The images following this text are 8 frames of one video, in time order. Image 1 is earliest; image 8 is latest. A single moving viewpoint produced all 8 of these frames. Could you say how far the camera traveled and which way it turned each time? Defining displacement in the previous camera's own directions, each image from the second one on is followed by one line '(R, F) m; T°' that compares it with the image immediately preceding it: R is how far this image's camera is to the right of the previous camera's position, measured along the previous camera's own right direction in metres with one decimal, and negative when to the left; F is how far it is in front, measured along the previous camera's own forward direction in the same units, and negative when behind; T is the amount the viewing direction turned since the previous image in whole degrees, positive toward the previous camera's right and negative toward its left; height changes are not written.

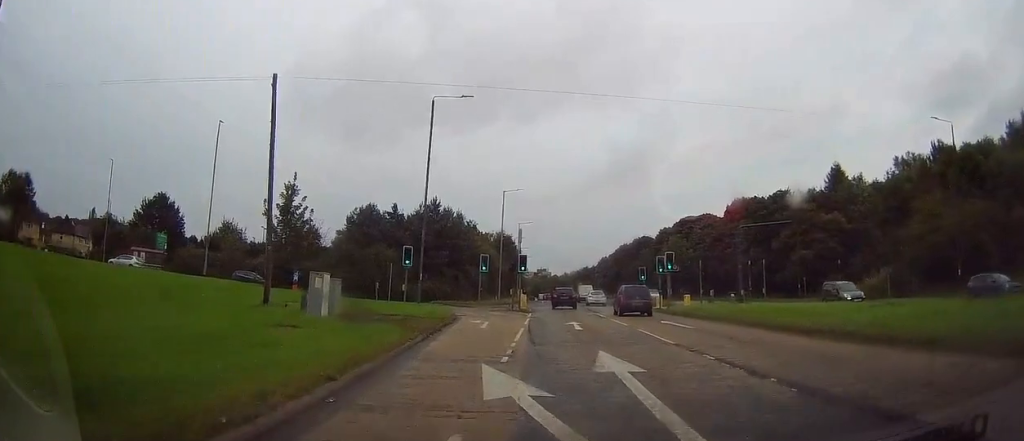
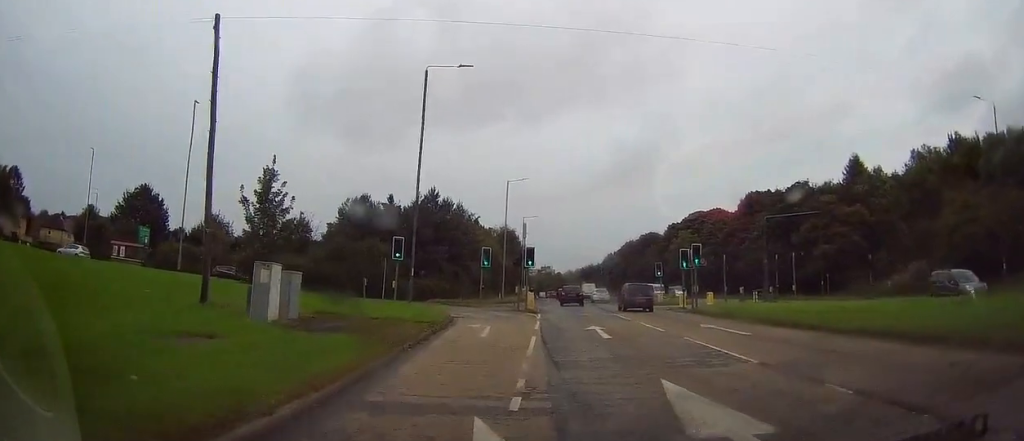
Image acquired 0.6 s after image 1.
(0.0, +5.1) m; -1°
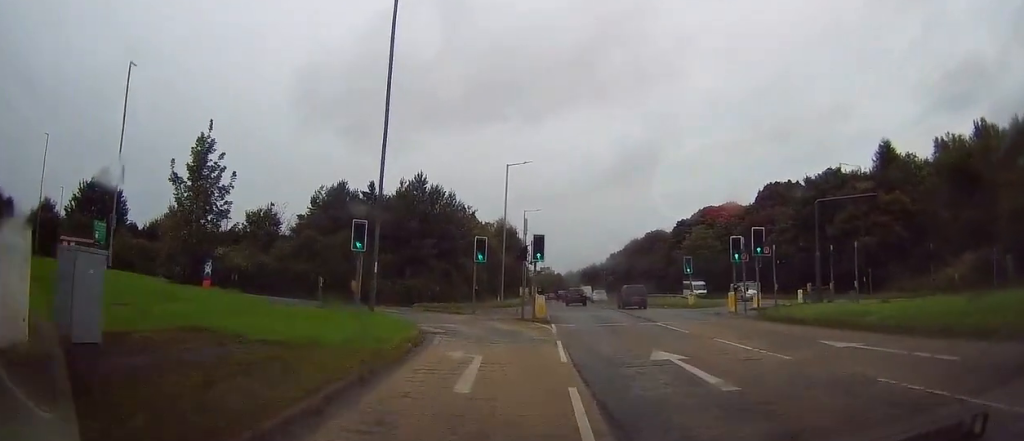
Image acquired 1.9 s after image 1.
(-0.1, +9.6) m; +1°
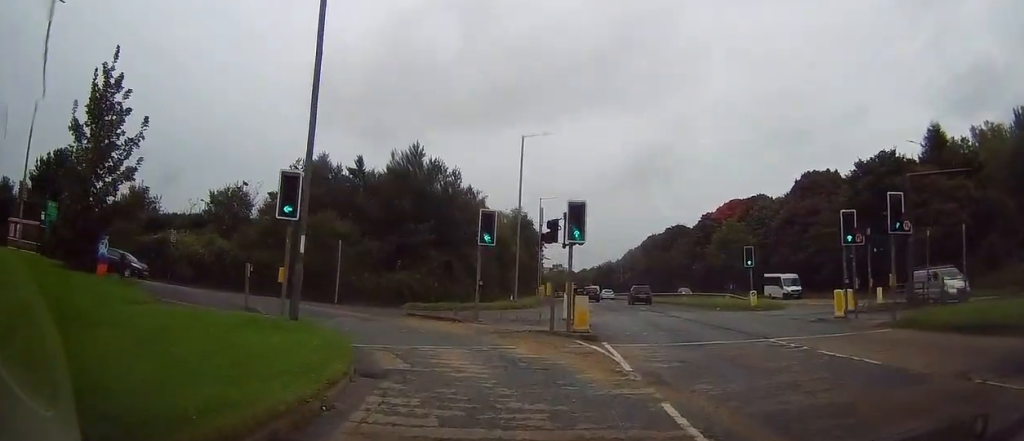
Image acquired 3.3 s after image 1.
(+0.2, +10.3) m; -1°
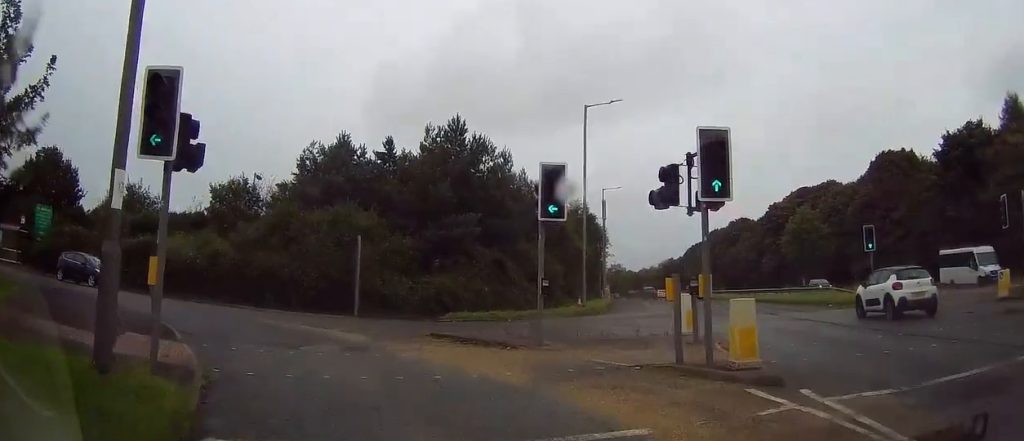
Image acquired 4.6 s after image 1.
(-0.5, +8.7) m; -8°
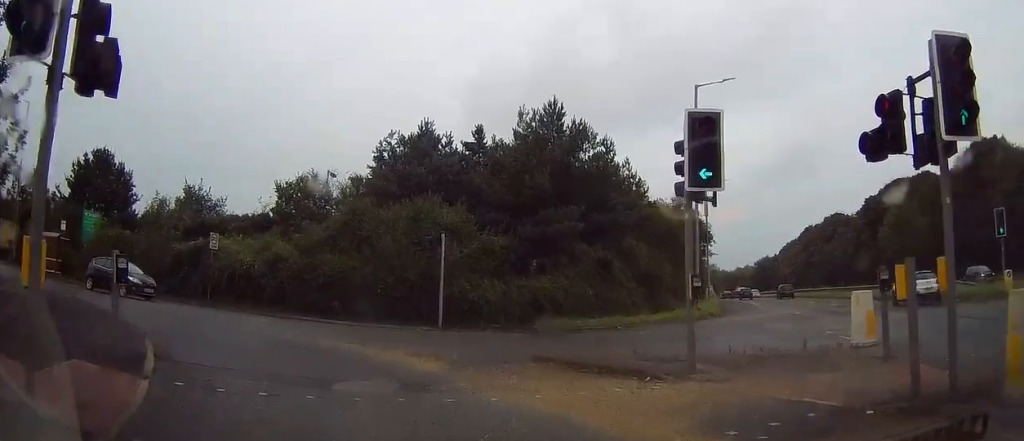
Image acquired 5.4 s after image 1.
(-0.2, +4.4) m; -7°
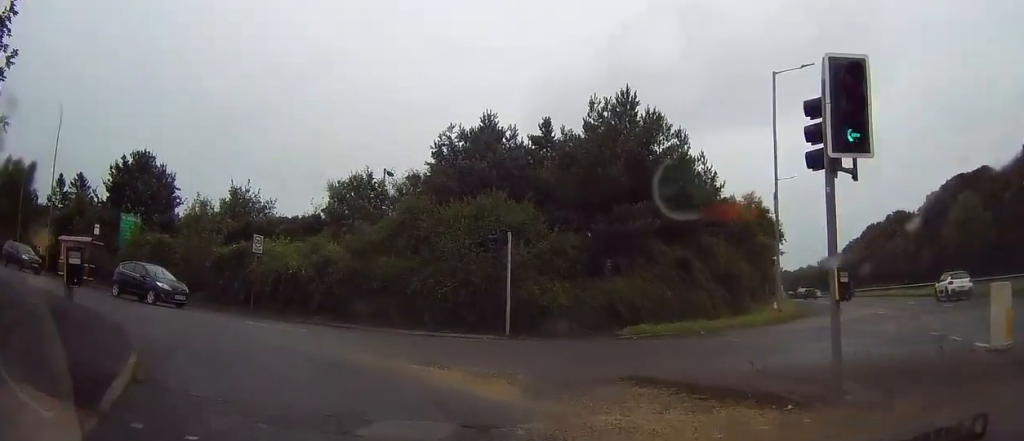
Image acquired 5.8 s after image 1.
(-0.2, +2.3) m; -5°
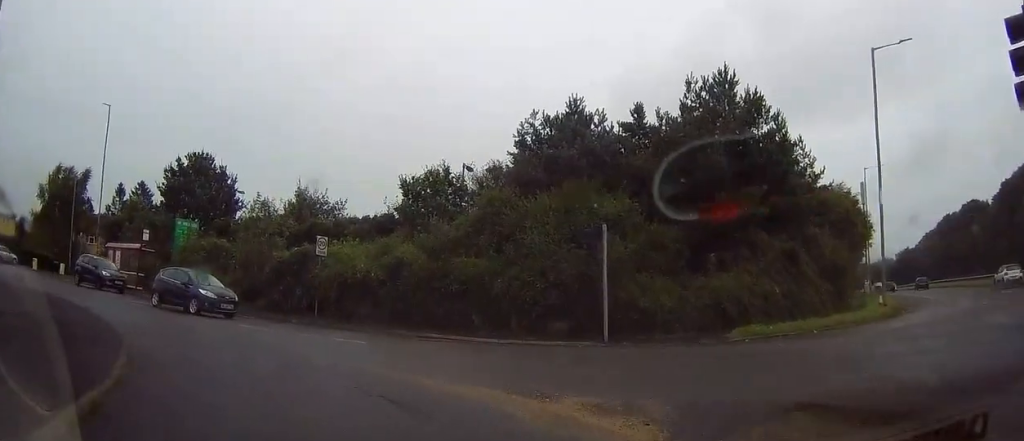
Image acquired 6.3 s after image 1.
(0.0, +2.7) m; -6°
